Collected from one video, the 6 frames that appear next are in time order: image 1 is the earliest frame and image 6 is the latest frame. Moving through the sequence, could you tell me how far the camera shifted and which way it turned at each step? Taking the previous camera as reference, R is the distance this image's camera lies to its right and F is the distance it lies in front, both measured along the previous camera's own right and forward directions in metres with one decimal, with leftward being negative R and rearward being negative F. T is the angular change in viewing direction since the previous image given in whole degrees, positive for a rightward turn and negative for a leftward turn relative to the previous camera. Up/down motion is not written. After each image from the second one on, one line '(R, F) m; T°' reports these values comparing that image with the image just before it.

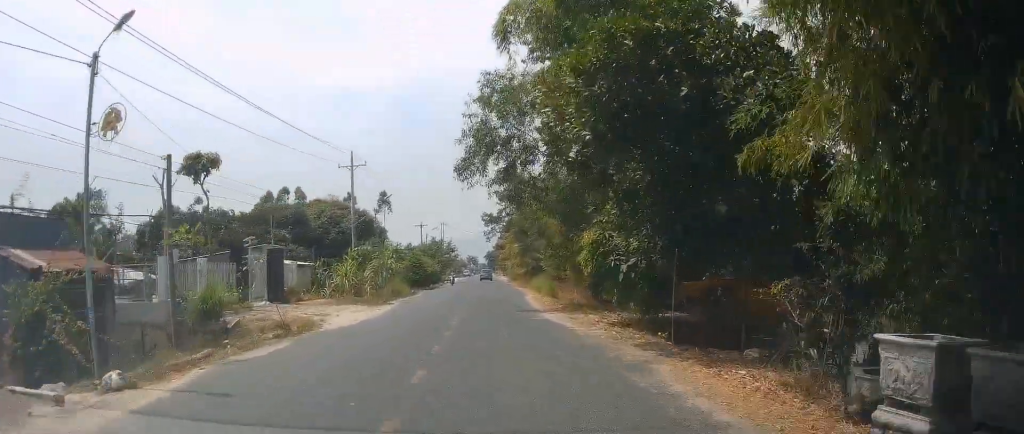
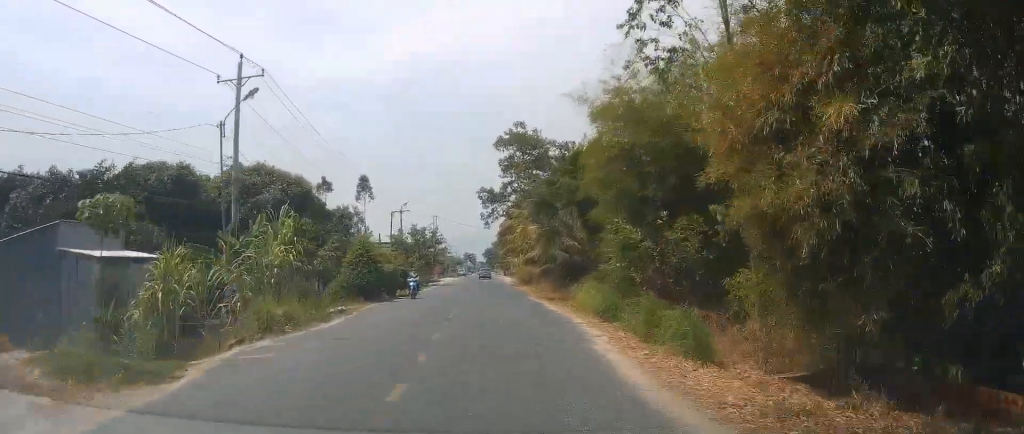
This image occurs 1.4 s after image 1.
(+0.7, +22.4) m; -1°
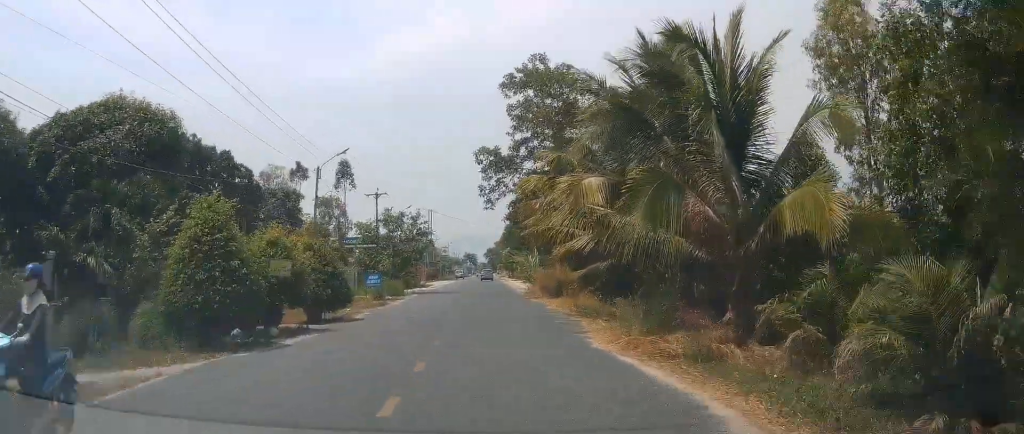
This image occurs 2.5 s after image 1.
(-0.8, +18.7) m; -2°
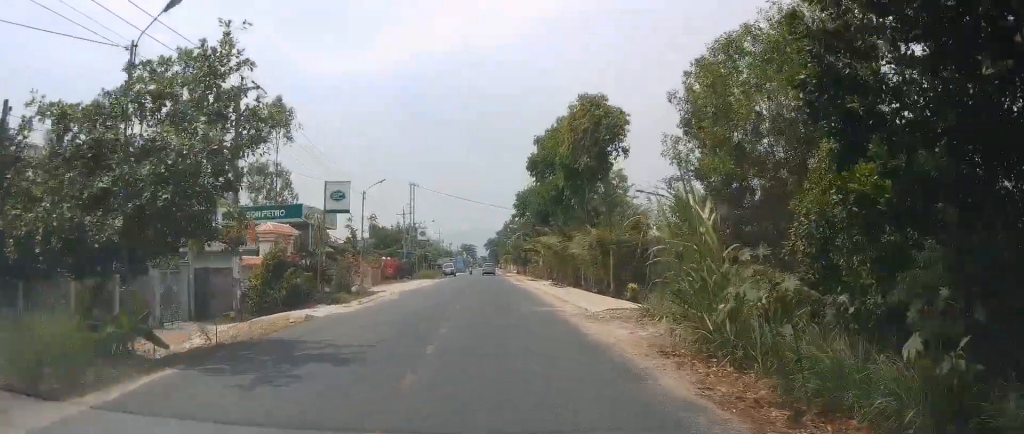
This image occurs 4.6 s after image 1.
(+0.4, +35.0) m; +1°
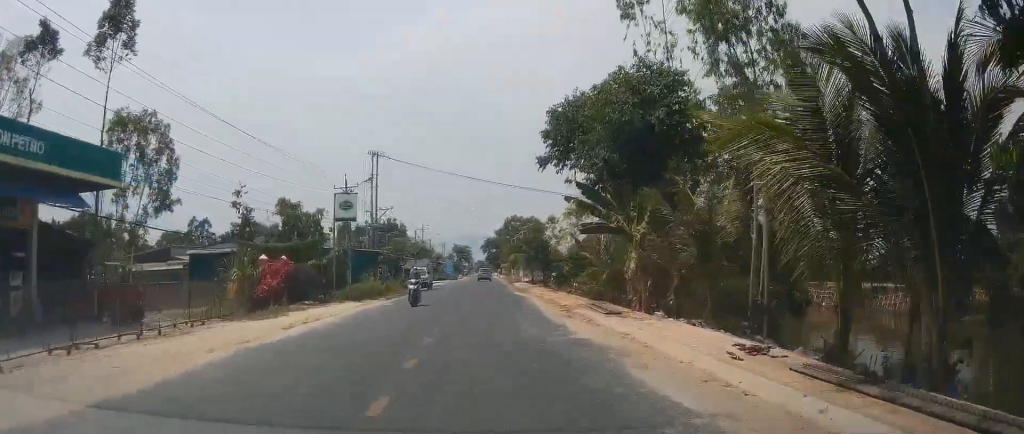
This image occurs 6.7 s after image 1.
(-0.3, +33.7) m; 0°
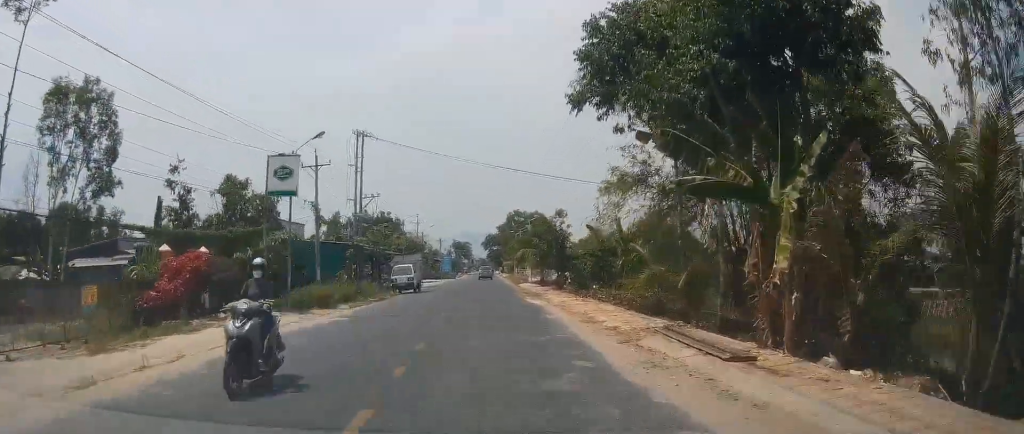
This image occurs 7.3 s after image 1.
(+0.1, +10.0) m; +1°
